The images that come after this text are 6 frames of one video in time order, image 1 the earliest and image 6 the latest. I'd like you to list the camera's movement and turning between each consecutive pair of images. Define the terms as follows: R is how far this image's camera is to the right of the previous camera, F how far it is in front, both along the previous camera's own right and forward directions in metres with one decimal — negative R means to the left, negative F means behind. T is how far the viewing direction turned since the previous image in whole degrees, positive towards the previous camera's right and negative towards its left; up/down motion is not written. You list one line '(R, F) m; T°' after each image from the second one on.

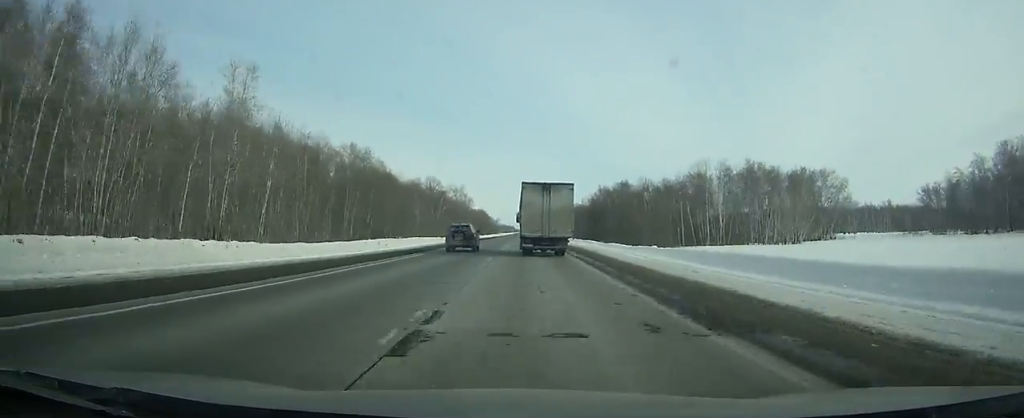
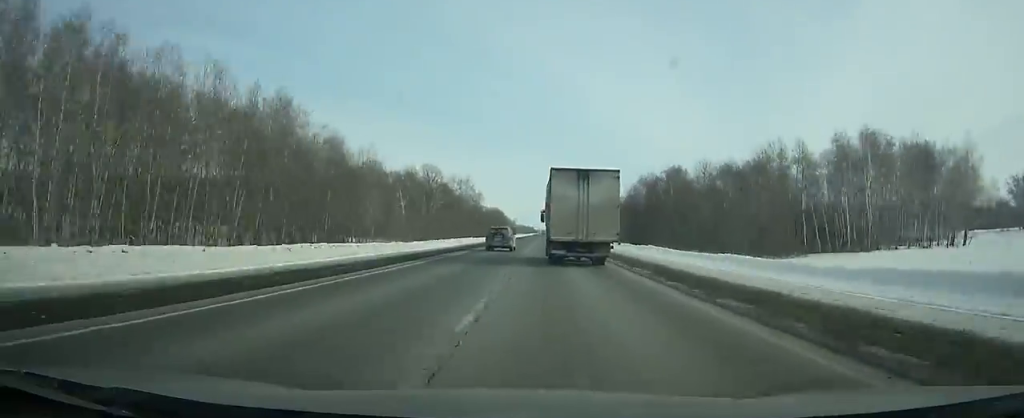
(-0.3, +48.4) m; 0°
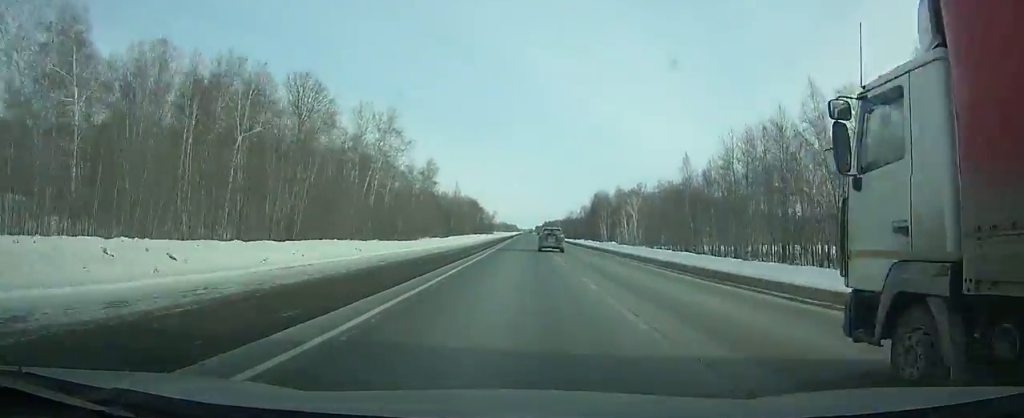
(-0.2, +106.3) m; +1°
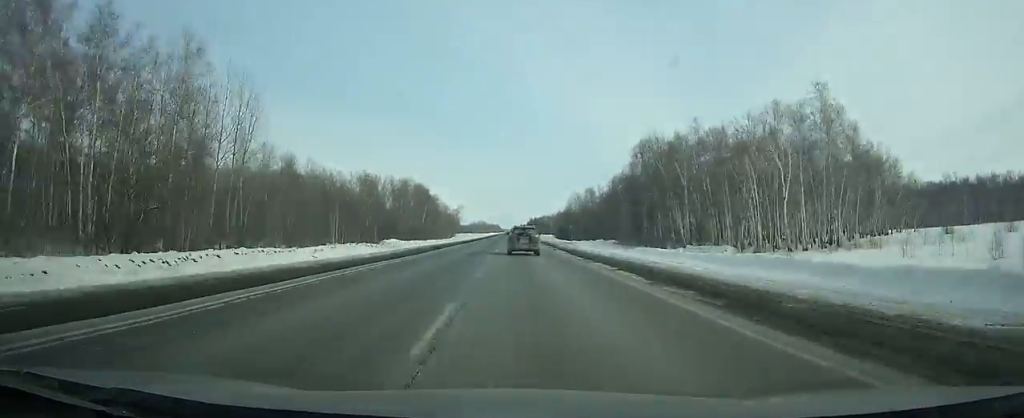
(+1.8, +120.2) m; +1°
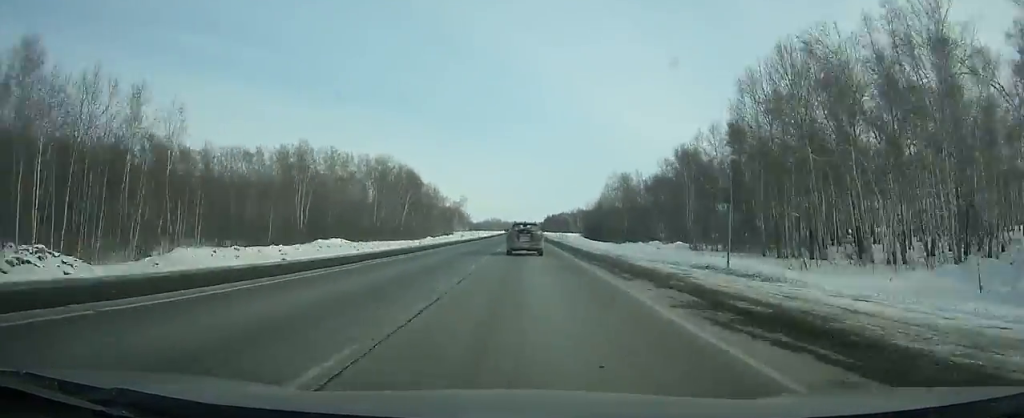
(-0.1, +51.2) m; 0°
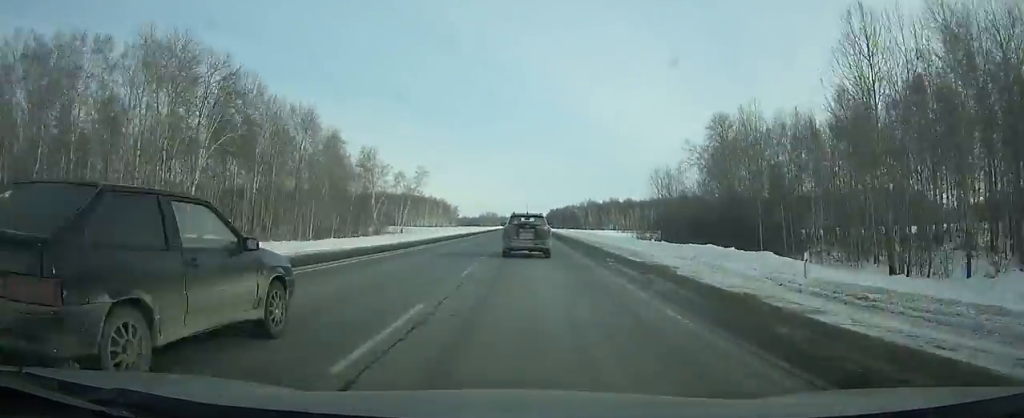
(-0.4, +89.9) m; 0°
